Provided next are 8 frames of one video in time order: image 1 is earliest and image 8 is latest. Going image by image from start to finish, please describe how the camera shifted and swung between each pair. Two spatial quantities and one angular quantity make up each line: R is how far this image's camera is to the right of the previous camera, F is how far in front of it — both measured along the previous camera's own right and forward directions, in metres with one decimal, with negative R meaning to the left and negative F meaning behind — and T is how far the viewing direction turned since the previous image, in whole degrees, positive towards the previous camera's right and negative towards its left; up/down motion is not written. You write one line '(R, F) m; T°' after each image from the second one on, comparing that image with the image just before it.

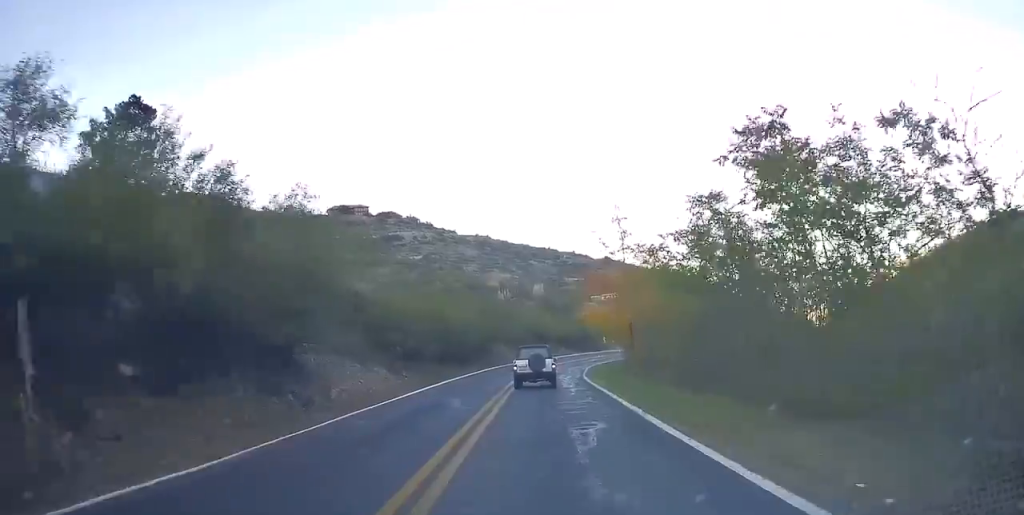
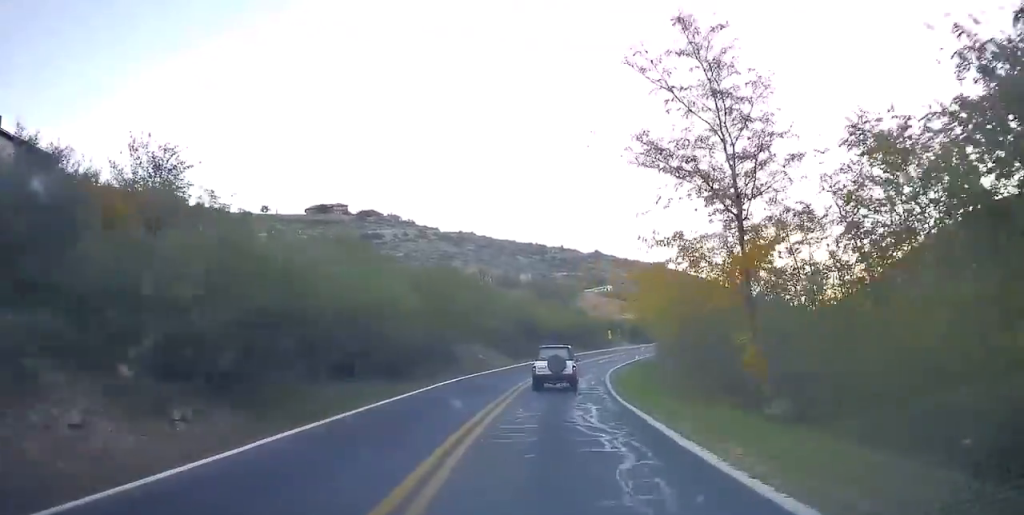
(+0.7, +20.5) m; +4°
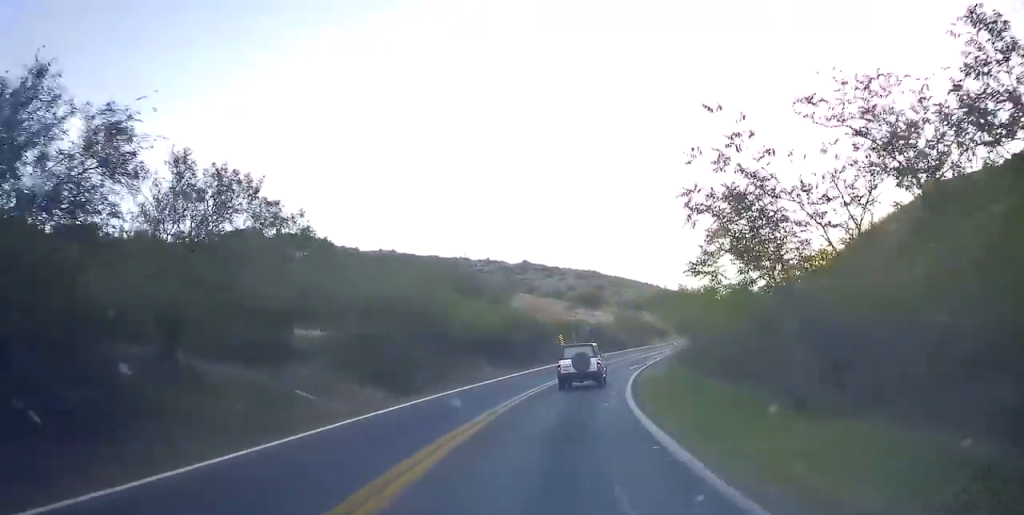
(+0.6, +27.2) m; +1°
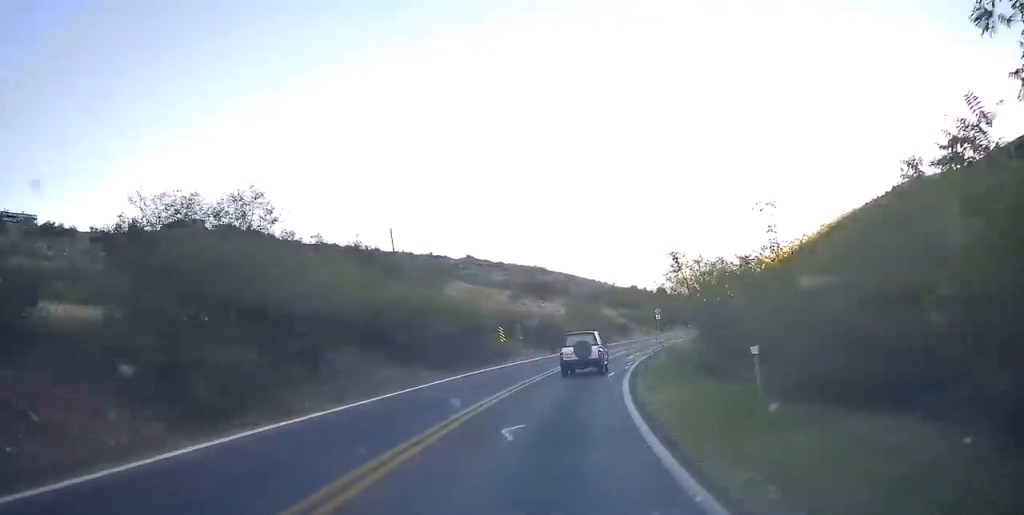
(0.0, +12.9) m; +7°
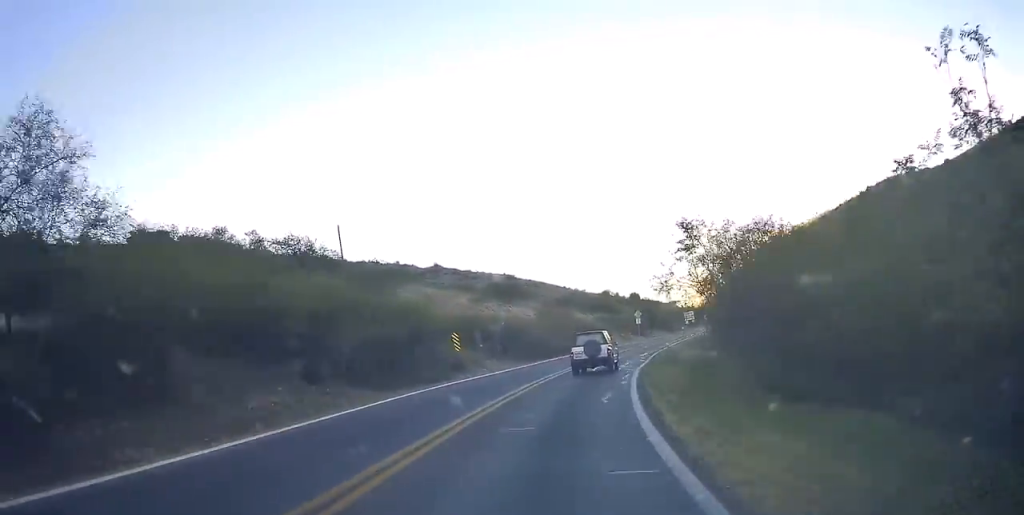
(+0.7, +8.1) m; +5°
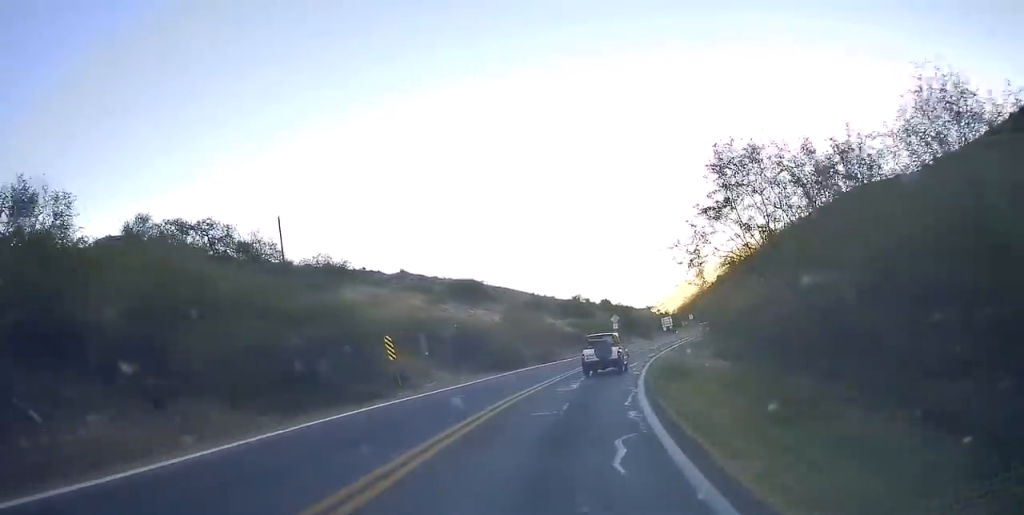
(+0.4, +7.7) m; +5°
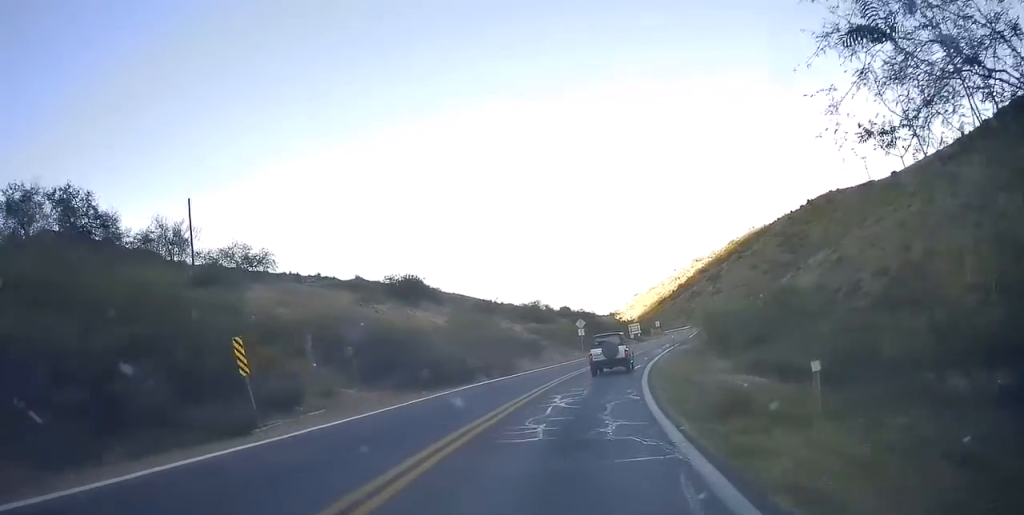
(+0.3, +9.0) m; +3°
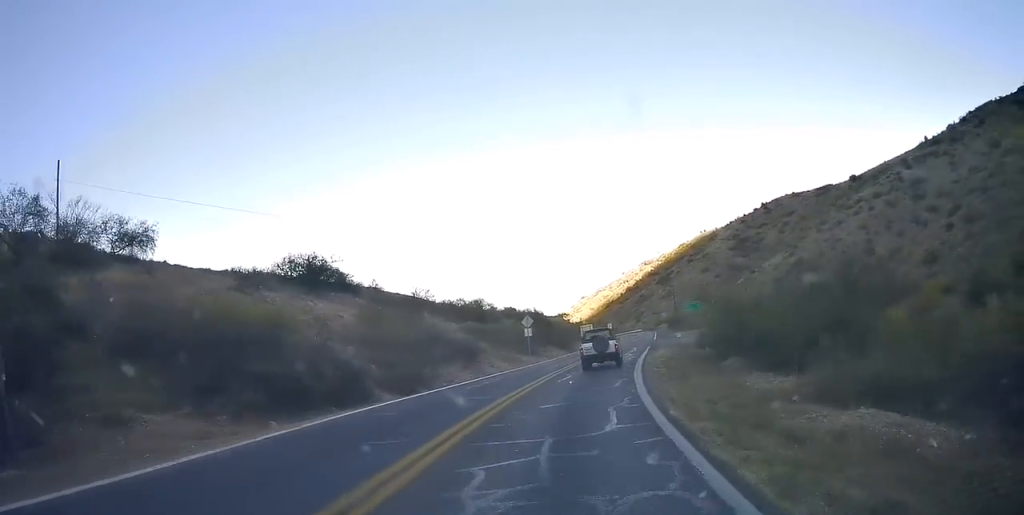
(+0.2, +10.0) m; +3°
